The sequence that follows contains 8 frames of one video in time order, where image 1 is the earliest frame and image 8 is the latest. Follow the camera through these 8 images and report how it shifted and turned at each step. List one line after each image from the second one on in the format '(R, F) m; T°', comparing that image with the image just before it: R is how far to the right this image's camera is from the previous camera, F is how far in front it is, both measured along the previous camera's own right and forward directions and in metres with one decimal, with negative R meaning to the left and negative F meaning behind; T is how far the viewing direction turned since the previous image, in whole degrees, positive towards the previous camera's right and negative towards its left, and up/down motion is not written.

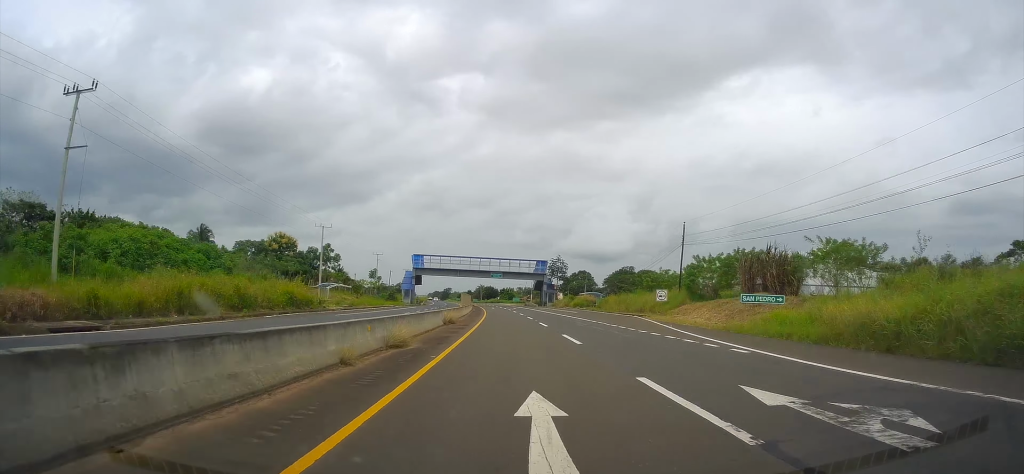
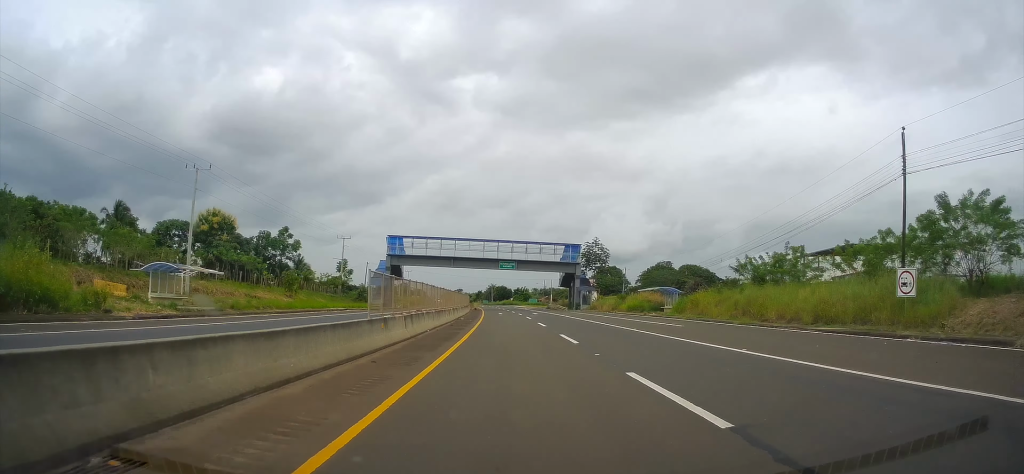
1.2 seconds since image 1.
(-0.7, +38.3) m; -2°
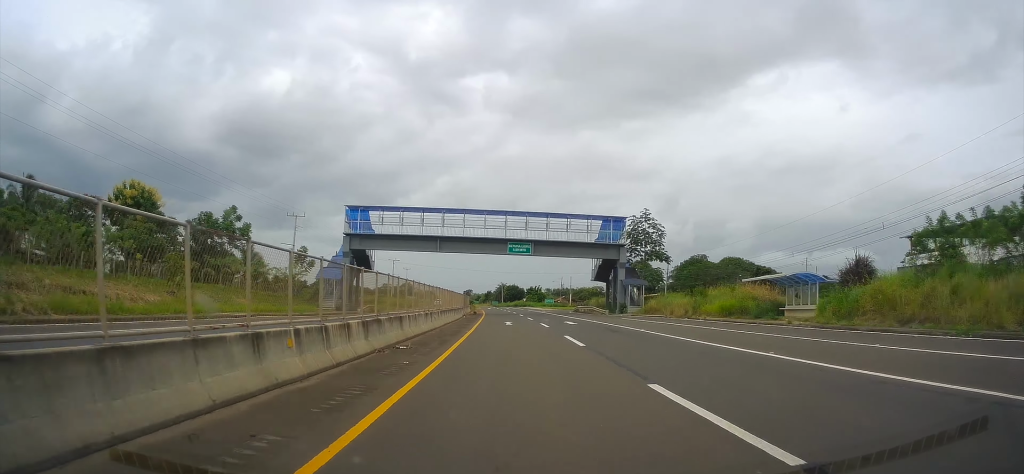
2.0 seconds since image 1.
(+0.1, +27.3) m; -1°
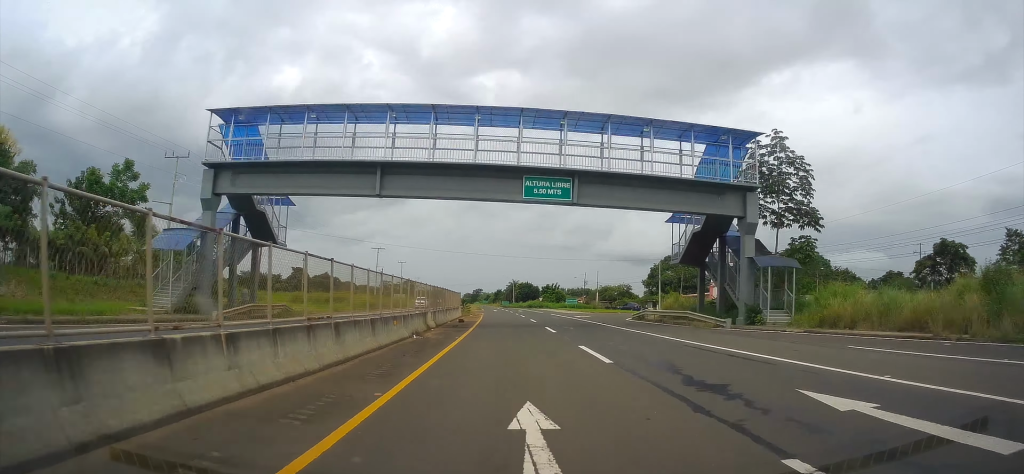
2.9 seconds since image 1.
(-0.6, +30.1) m; -1°
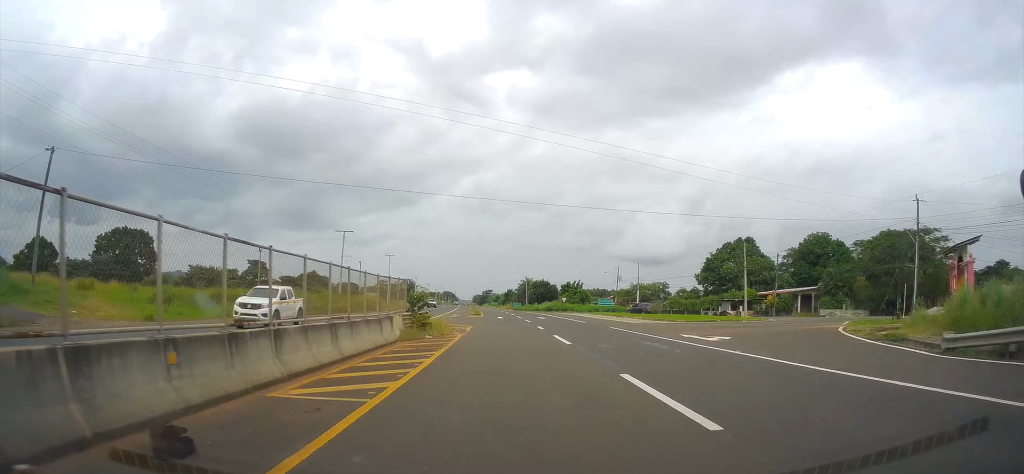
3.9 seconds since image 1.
(-0.6, +32.9) m; -1°
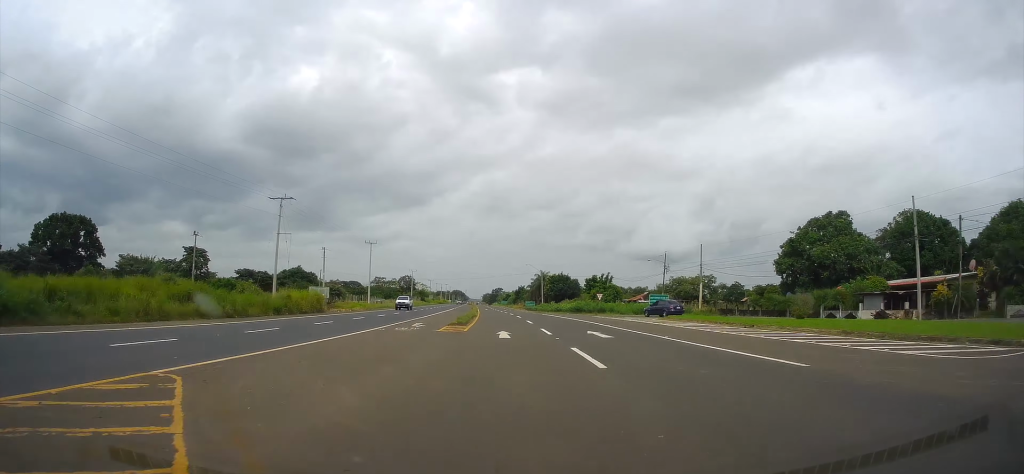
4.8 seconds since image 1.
(-0.3, +30.2) m; -1°
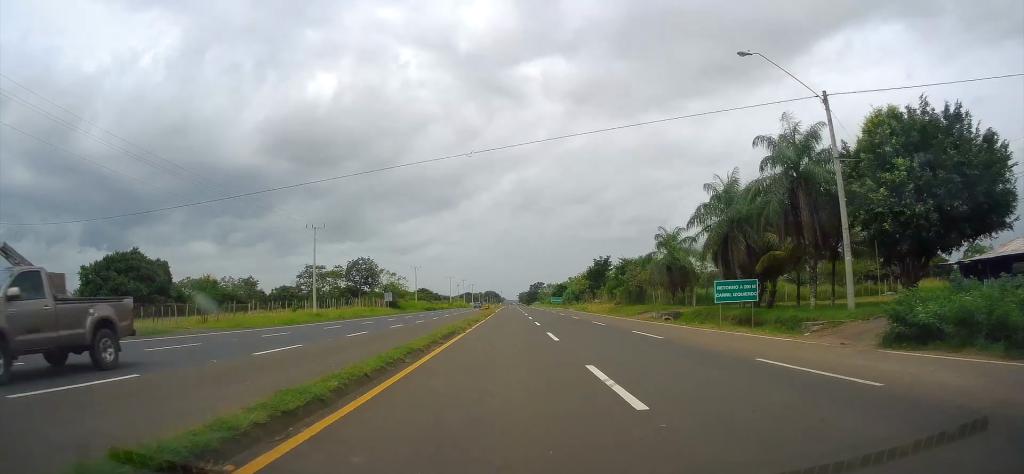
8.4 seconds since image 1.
(-3.7, +118.3) m; -3°
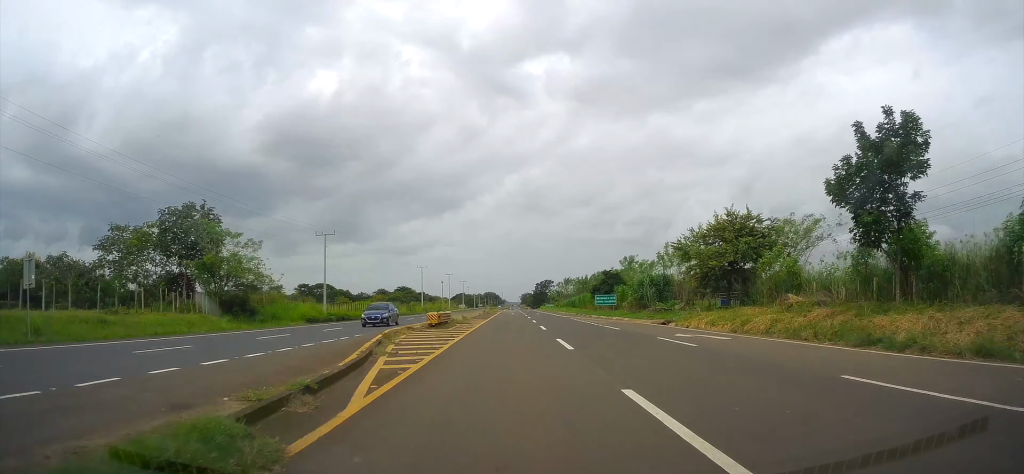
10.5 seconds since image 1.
(-0.4, +68.8) m; 0°
